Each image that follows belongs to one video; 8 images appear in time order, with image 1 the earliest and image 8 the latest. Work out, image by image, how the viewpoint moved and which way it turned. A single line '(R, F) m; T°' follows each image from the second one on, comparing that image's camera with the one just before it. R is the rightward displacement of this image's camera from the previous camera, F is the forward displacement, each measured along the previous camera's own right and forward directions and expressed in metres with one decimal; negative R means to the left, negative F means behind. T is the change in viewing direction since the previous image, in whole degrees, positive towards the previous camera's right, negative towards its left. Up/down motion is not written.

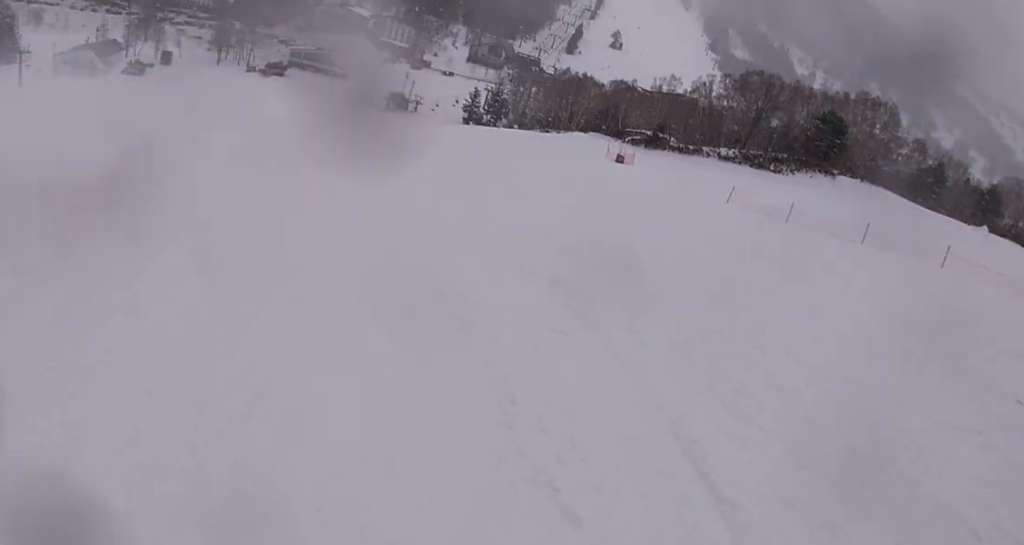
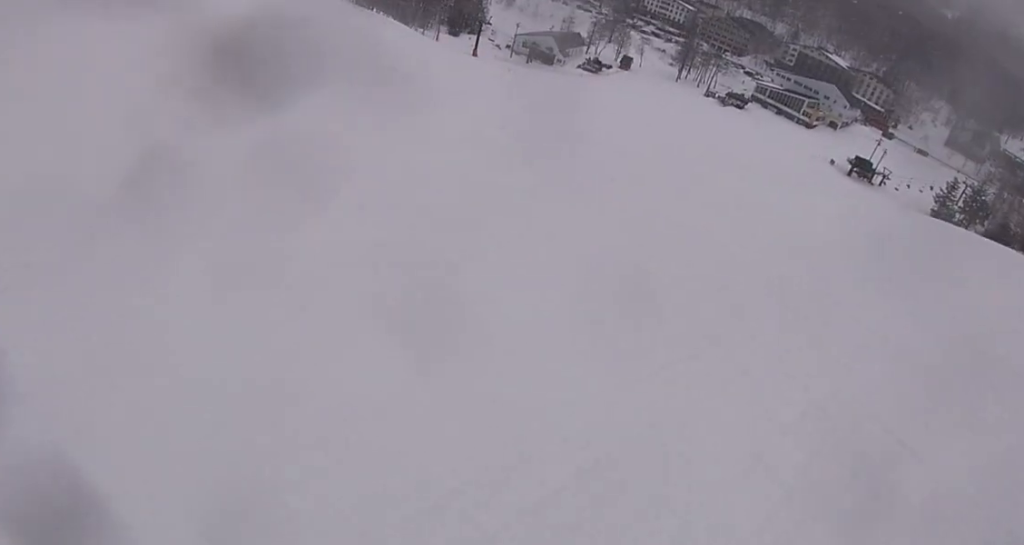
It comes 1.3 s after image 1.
(-4.7, +12.1) m; -31°
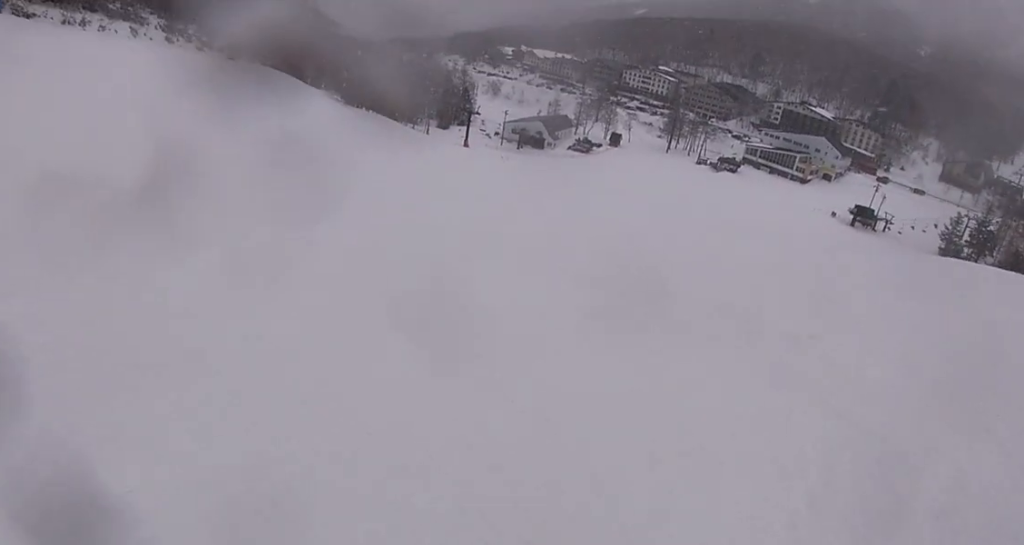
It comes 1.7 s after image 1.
(-0.1, +4.2) m; -6°
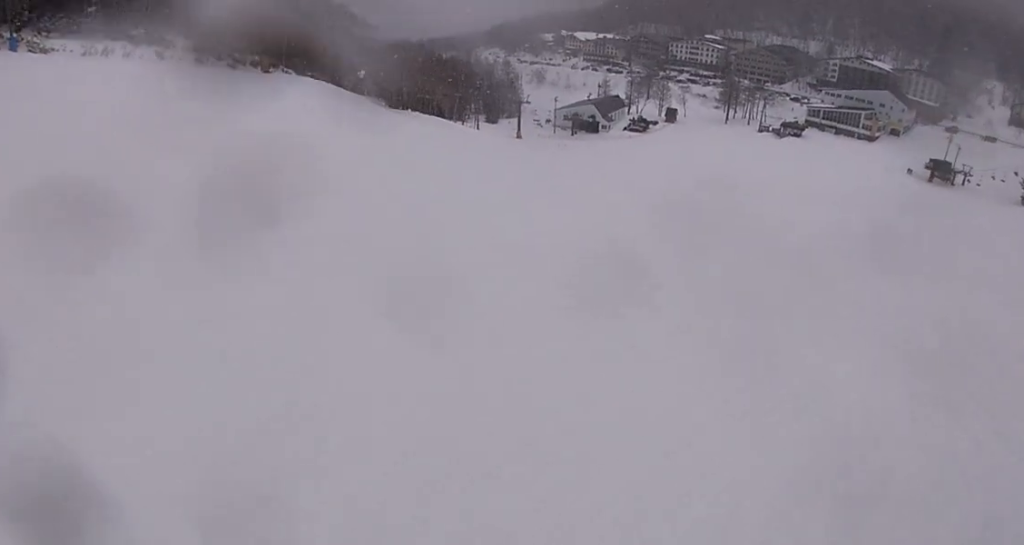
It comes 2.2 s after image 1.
(-0.4, +5.4) m; -2°
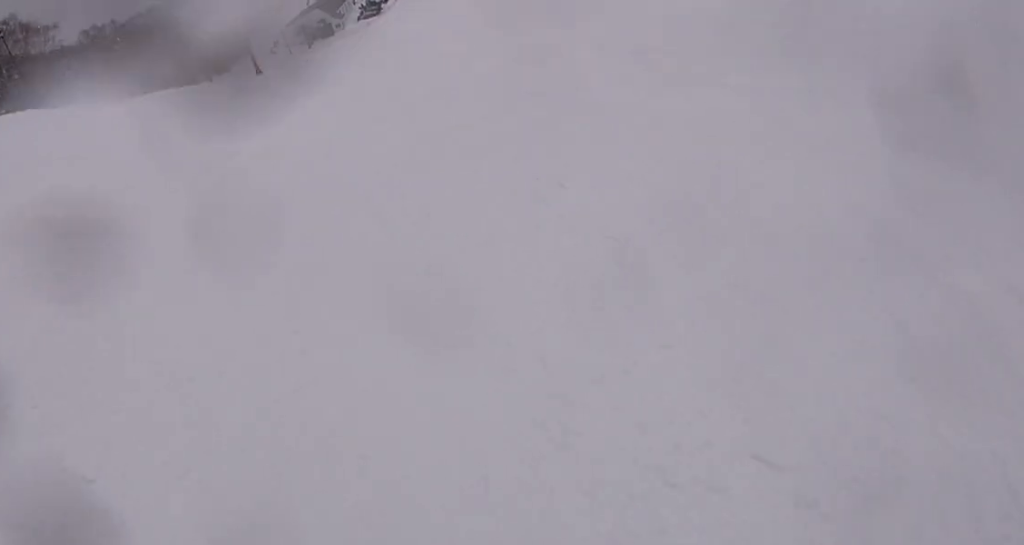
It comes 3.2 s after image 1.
(-0.3, +10.9) m; +10°
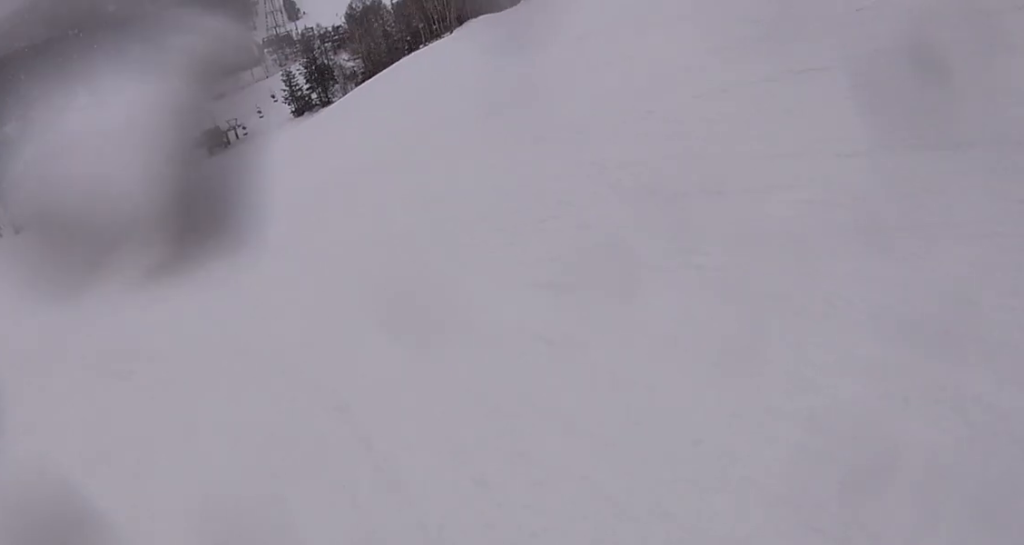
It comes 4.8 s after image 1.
(+6.1, +16.3) m; +41°
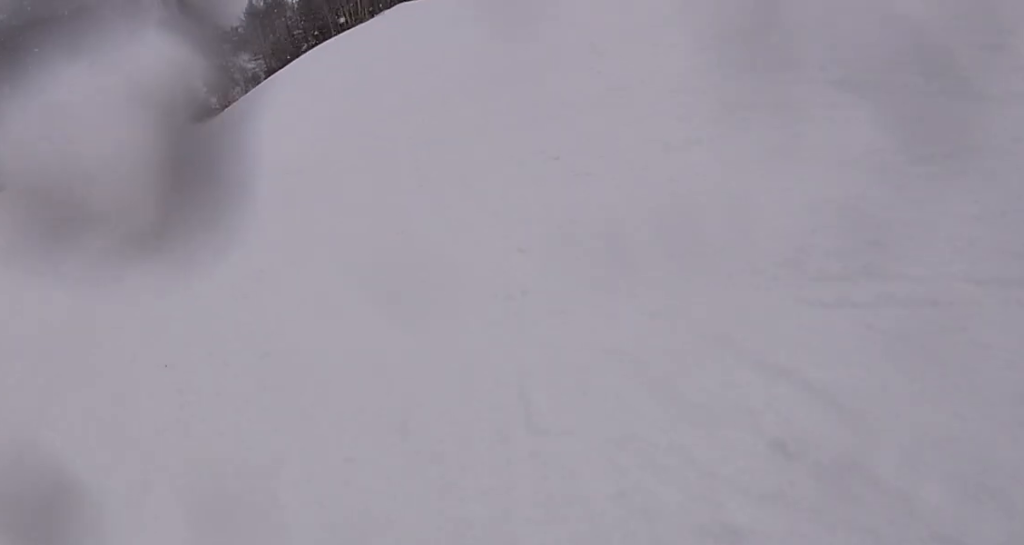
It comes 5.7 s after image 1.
(+1.3, +9.4) m; +14°
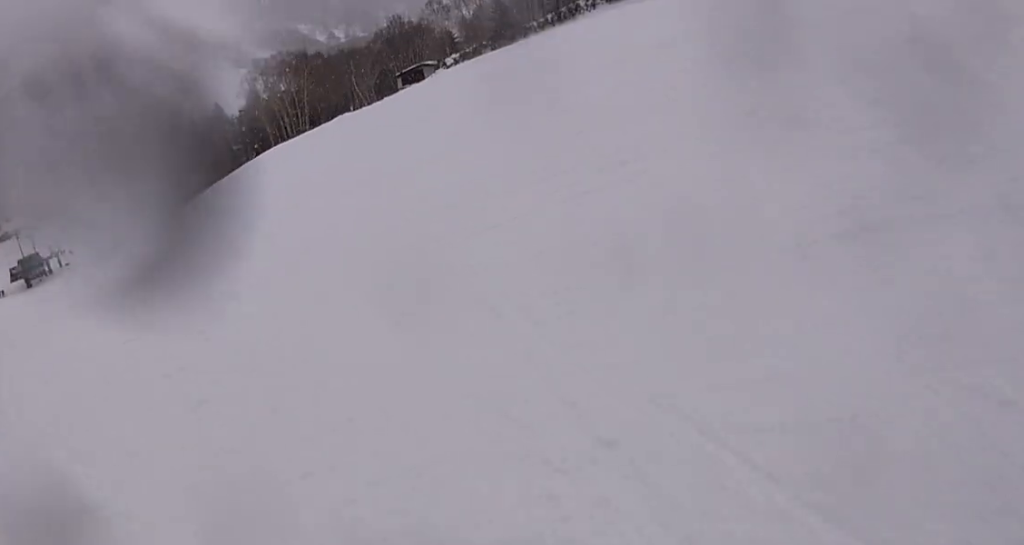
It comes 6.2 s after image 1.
(+0.6, +5.9) m; +8°
